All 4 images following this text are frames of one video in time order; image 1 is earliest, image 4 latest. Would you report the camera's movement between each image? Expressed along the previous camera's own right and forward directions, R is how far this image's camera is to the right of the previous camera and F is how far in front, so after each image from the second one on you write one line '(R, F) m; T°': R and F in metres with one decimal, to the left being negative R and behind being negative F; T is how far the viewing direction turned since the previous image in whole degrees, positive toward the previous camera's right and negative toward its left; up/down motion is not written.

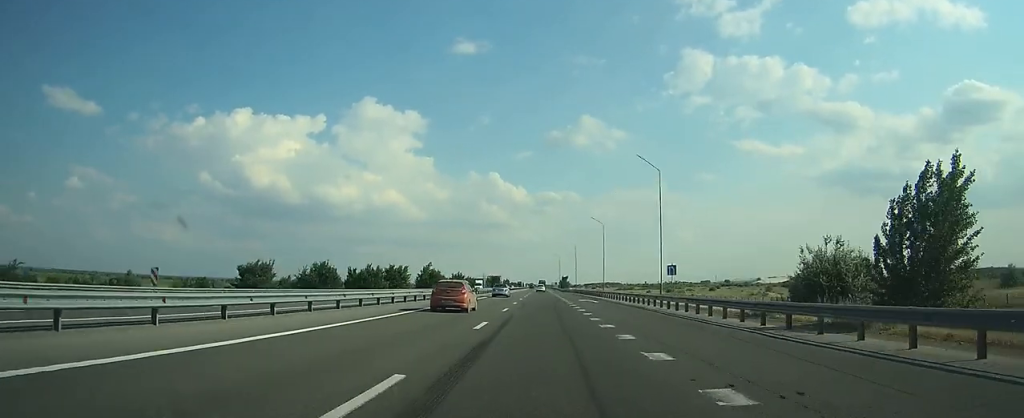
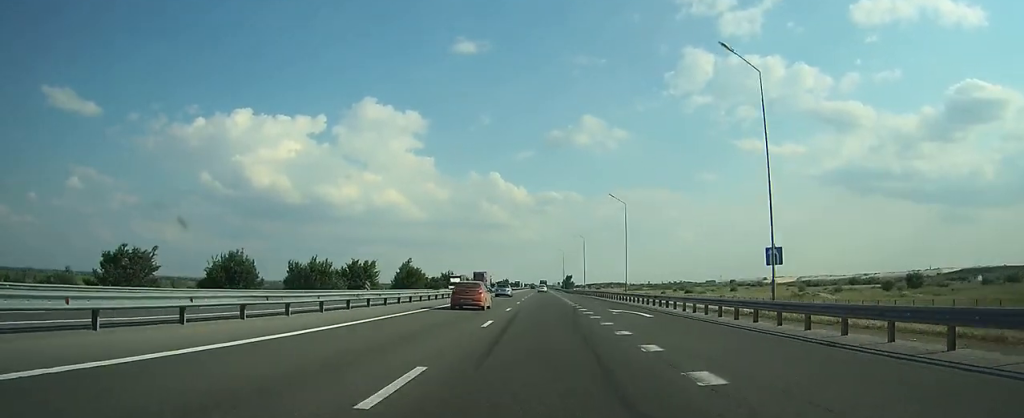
(0.0, +23.0) m; 0°
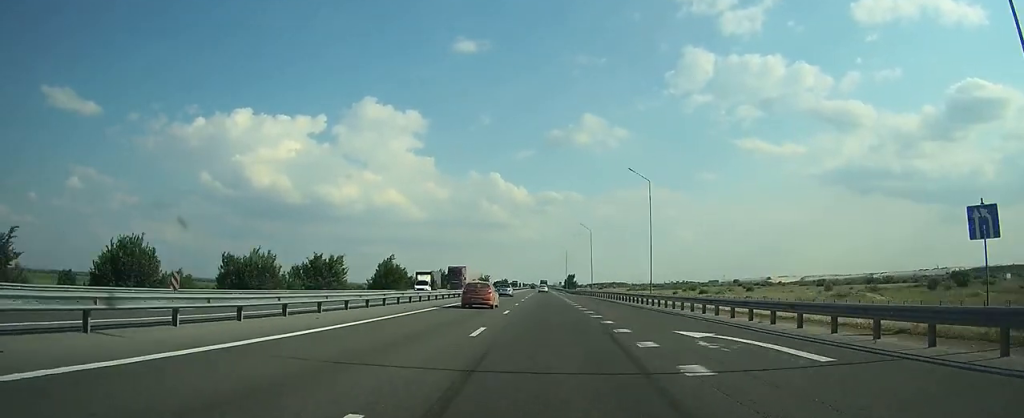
(0.0, +15.3) m; 0°
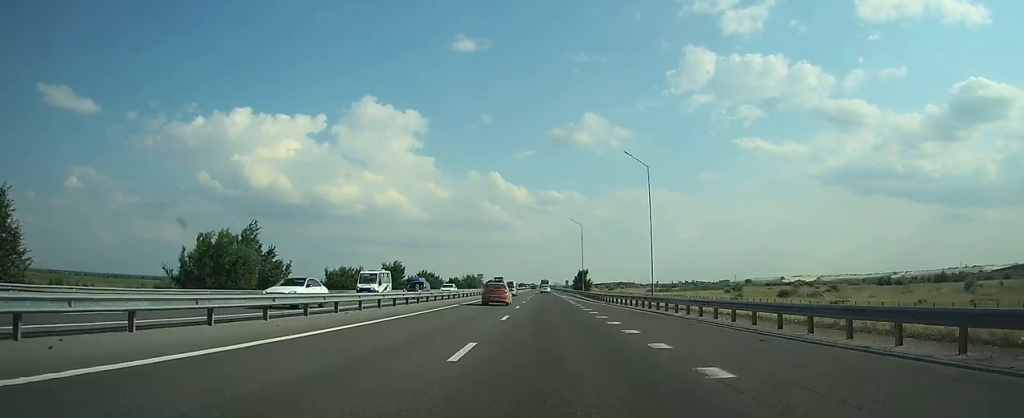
(-0.1, +52.7) m; 0°
